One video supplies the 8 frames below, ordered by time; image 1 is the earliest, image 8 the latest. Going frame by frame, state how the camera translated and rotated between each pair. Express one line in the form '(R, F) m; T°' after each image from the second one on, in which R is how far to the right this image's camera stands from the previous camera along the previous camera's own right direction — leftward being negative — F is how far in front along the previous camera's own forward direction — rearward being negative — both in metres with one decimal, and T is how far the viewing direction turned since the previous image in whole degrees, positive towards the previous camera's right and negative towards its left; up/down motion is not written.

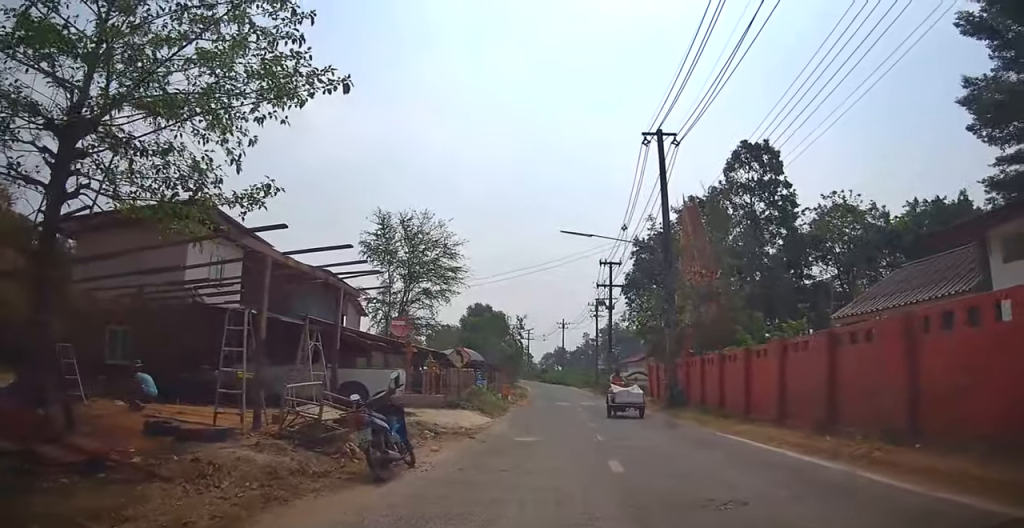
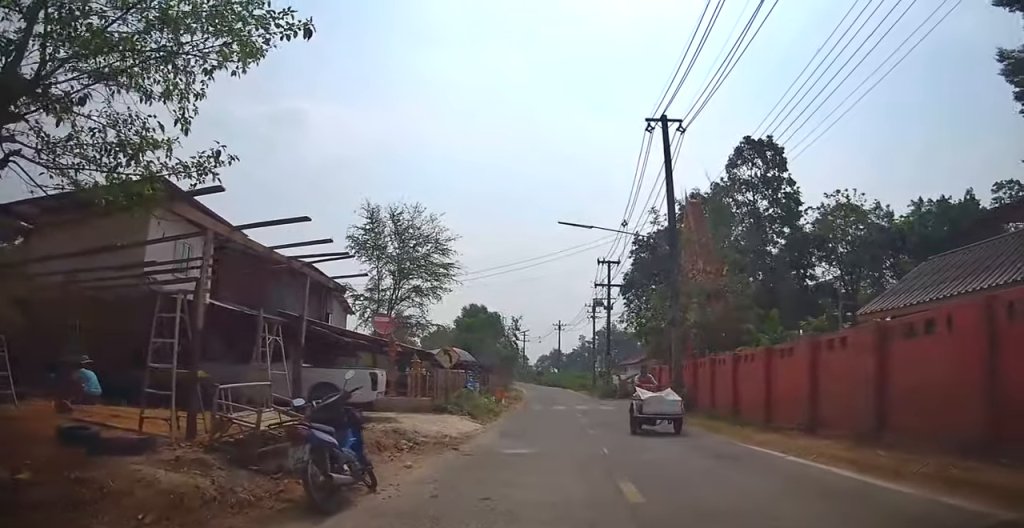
(+0.1, +2.1) m; +2°
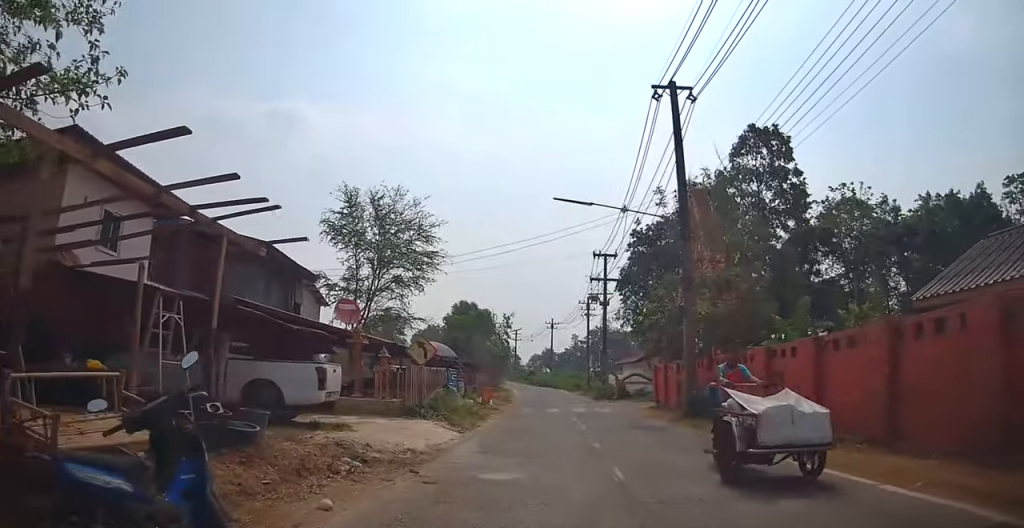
(+0.1, +2.8) m; +2°
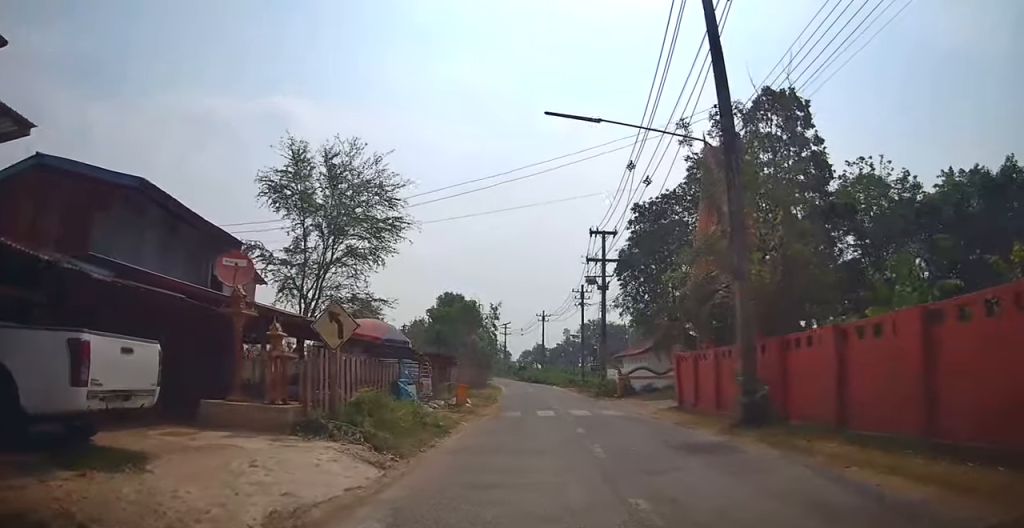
(+0.1, +4.9) m; +1°
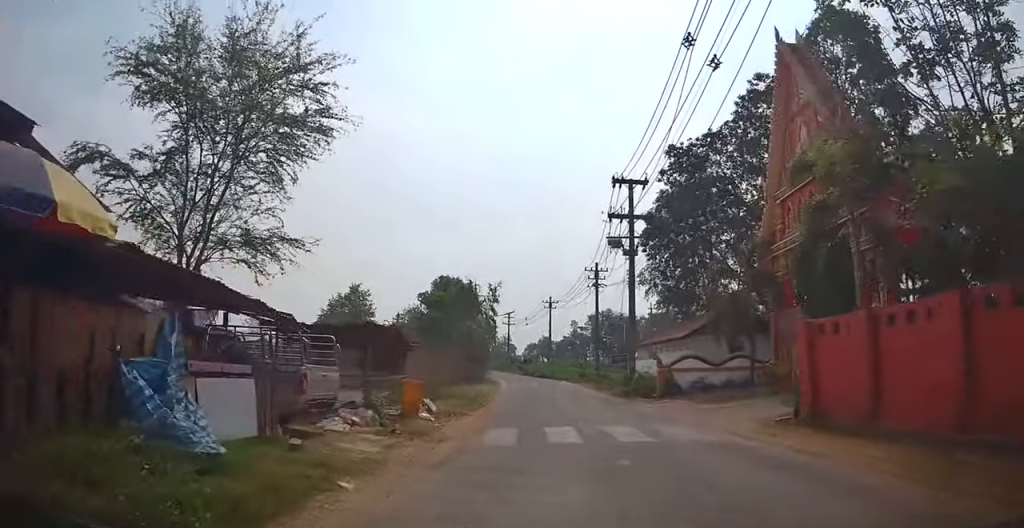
(-0.1, +8.0) m; -1°
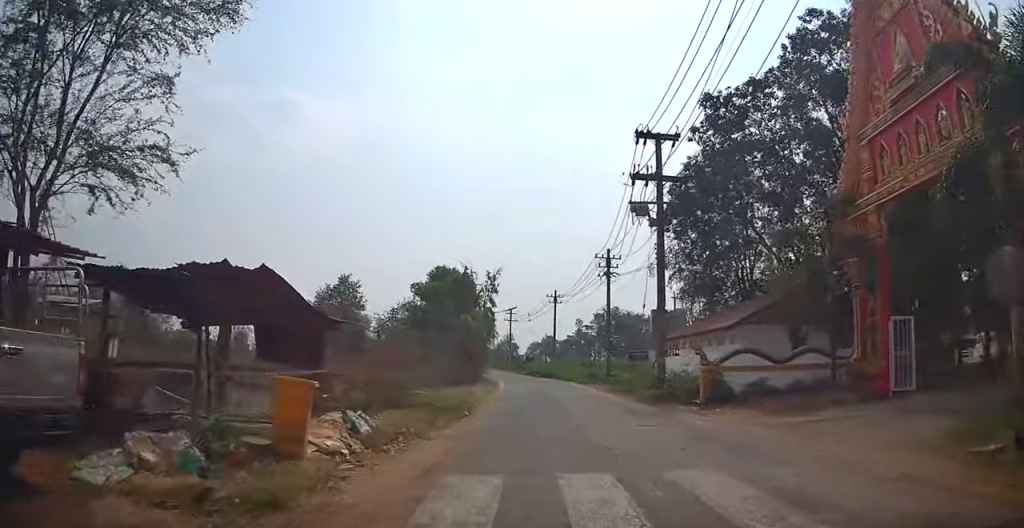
(0.0, +5.6) m; -1°
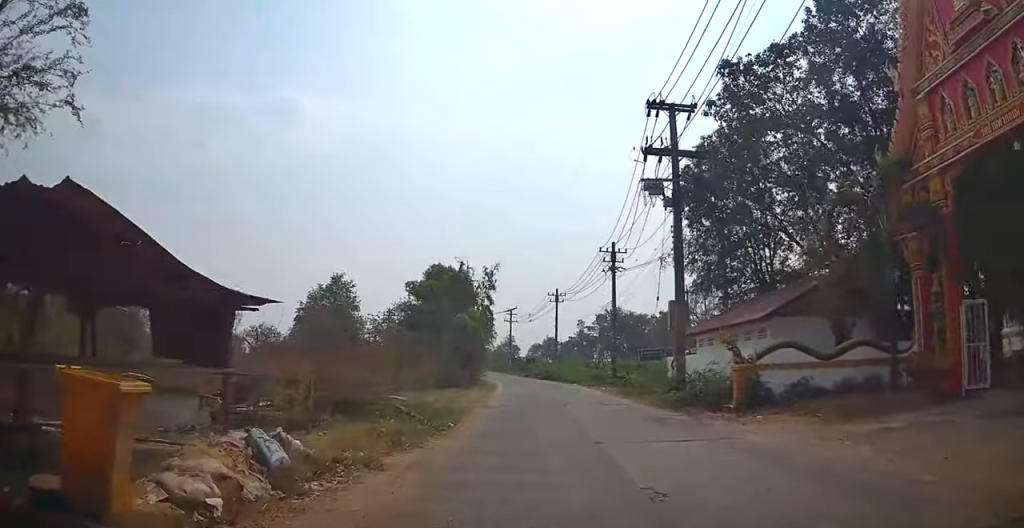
(-0.1, +2.9) m; 0°
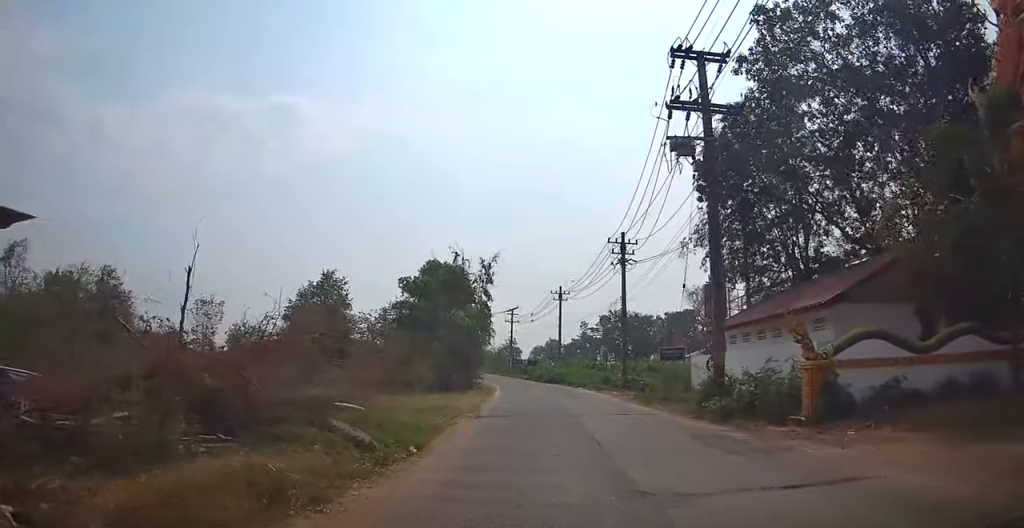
(-0.1, +4.1) m; +1°
